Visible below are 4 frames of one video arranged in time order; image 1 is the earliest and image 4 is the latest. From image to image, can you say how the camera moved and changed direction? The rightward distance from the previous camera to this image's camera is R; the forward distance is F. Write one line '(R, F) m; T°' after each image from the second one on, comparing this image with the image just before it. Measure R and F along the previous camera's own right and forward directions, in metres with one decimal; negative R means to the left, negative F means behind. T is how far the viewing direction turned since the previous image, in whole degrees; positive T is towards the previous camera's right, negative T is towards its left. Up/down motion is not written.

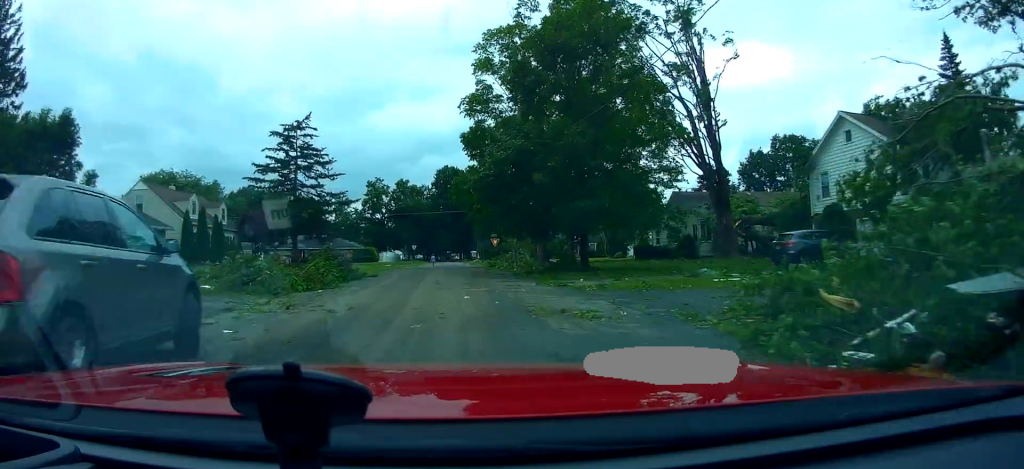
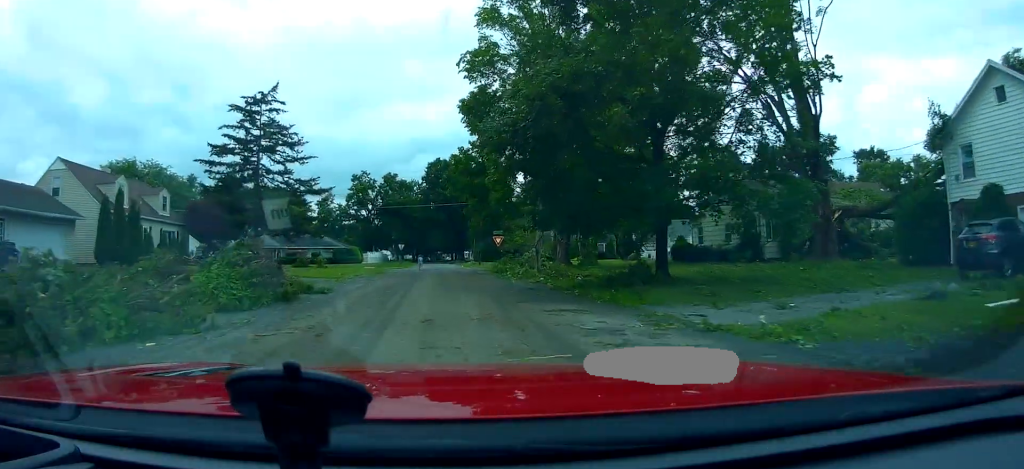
(-0.4, +9.9) m; 0°
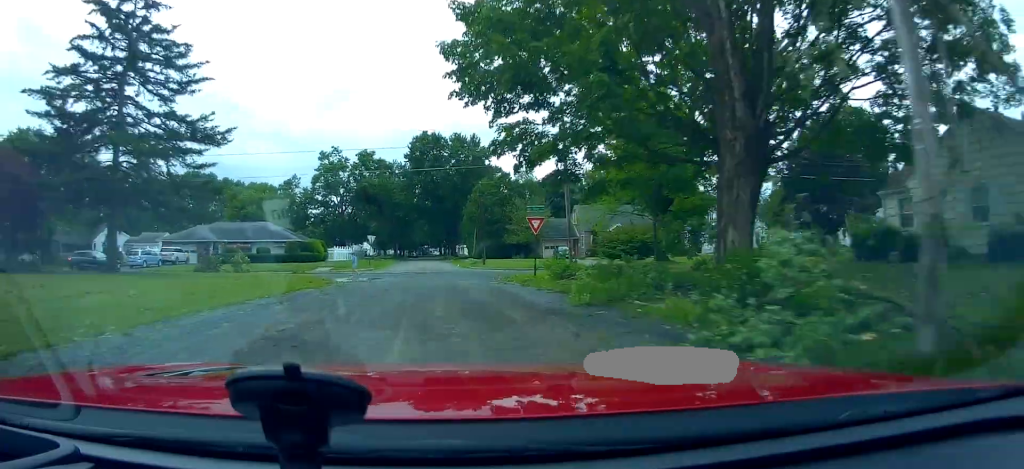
(+1.3, +25.5) m; +6°
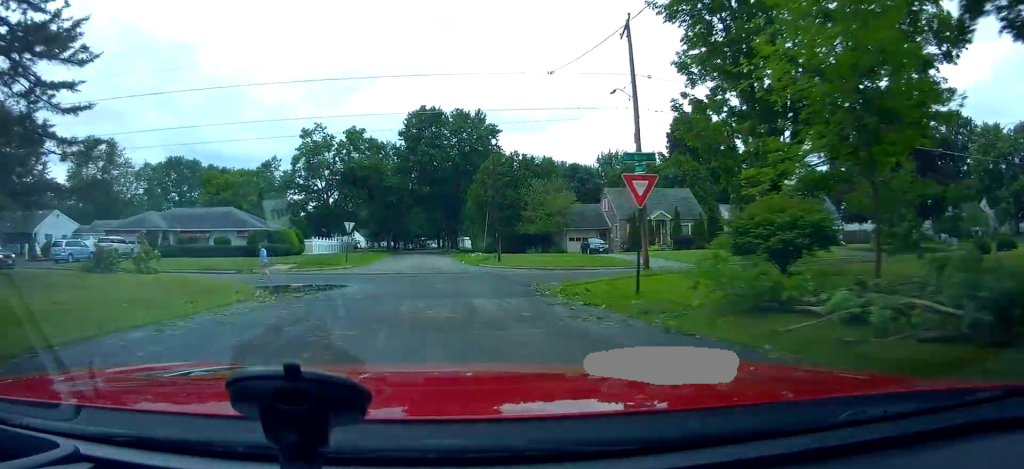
(-0.3, +12.7) m; -4°
